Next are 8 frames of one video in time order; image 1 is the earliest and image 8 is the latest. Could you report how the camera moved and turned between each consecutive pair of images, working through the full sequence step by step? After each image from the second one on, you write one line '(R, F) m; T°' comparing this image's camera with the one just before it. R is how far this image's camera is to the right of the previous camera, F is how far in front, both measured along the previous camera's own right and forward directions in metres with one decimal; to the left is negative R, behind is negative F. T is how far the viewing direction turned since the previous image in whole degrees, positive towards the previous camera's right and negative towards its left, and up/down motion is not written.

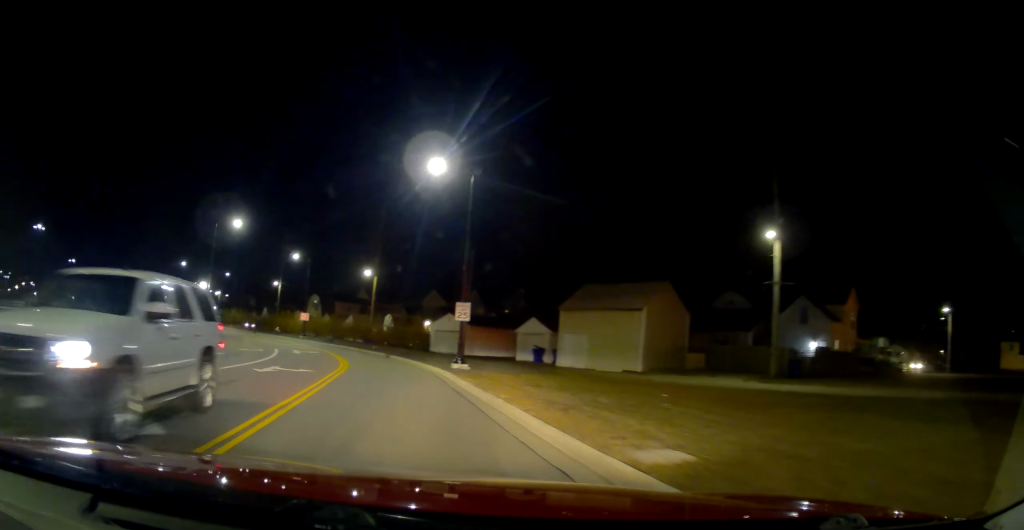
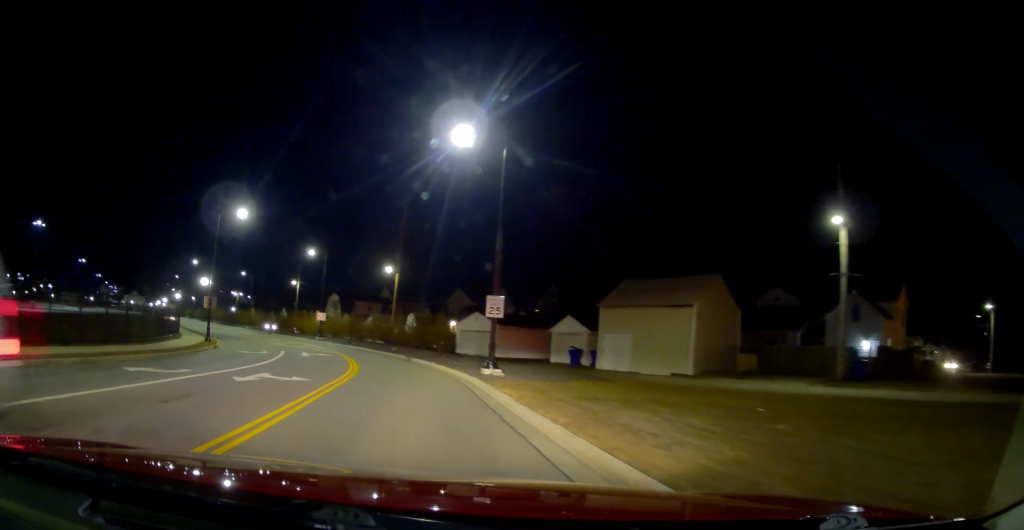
(-0.1, +4.0) m; -3°
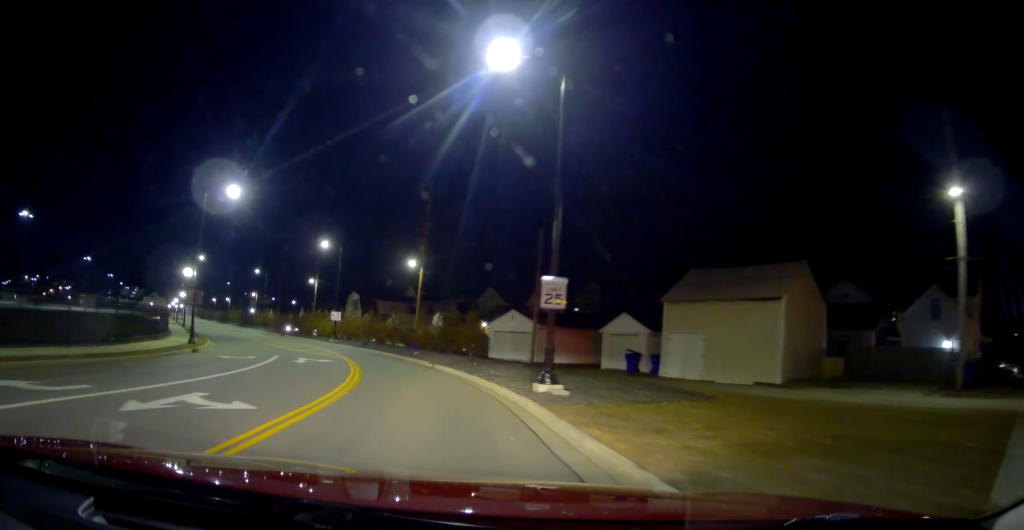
(-0.3, +6.7) m; -5°
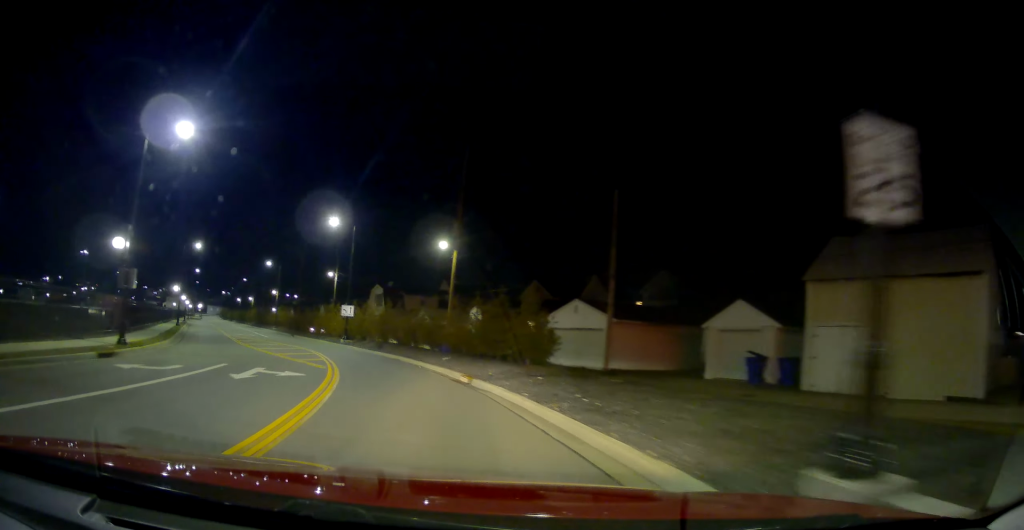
(-0.7, +11.0) m; -6°
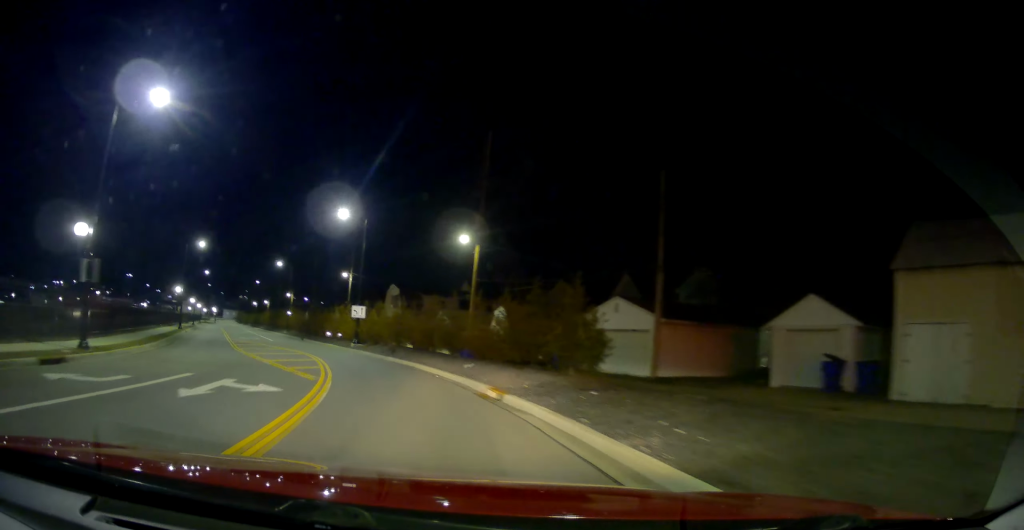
(0.0, +4.1) m; -1°
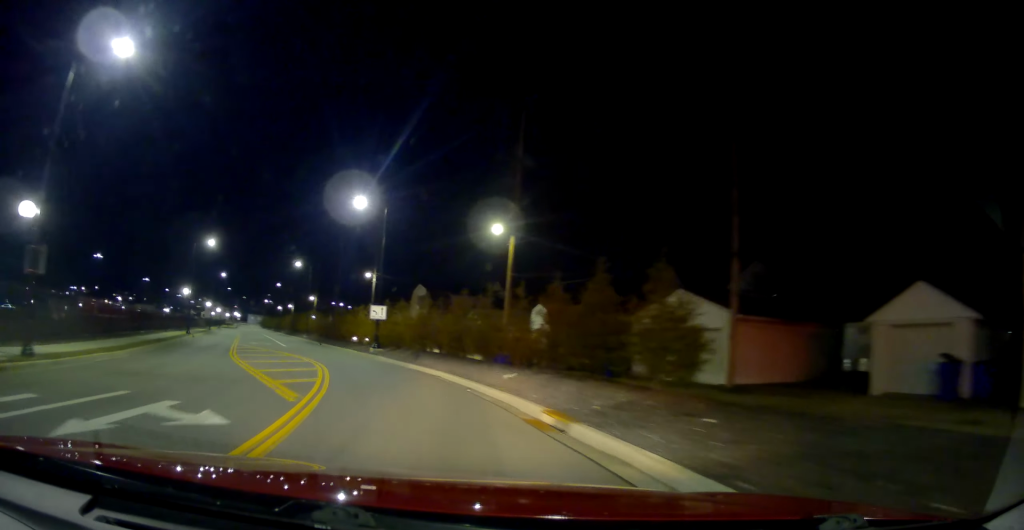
(-0.1, +5.1) m; -2°
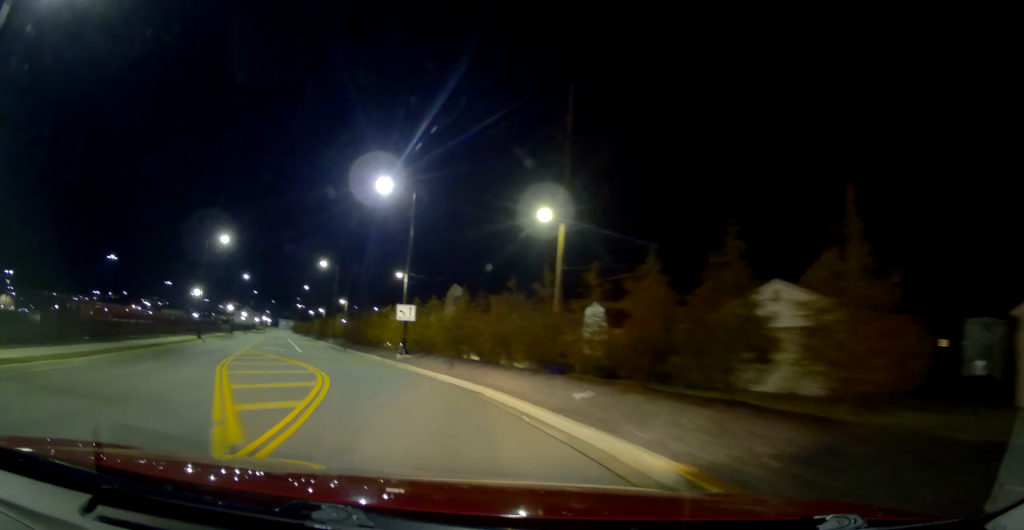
(+0.1, +5.1) m; -2°
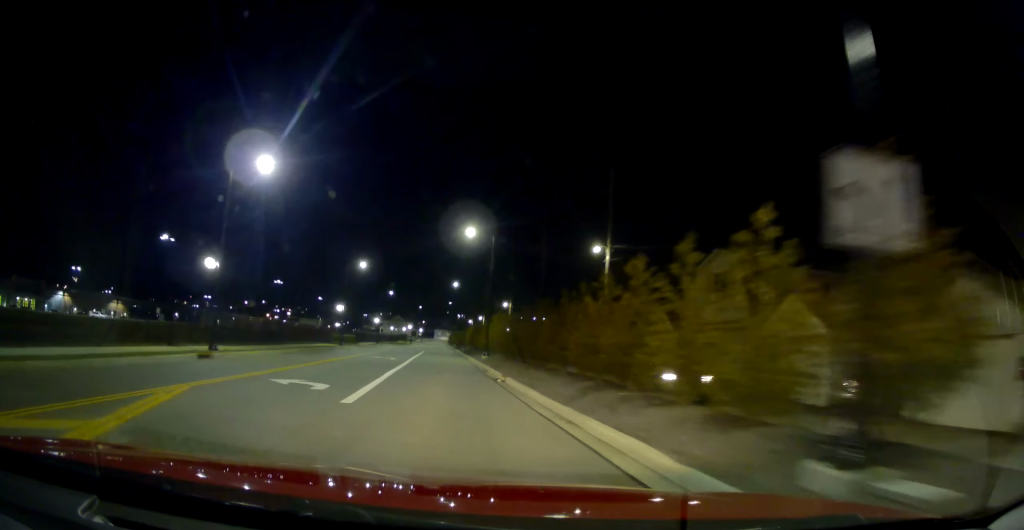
(-3.8, +25.3) m; -13°
